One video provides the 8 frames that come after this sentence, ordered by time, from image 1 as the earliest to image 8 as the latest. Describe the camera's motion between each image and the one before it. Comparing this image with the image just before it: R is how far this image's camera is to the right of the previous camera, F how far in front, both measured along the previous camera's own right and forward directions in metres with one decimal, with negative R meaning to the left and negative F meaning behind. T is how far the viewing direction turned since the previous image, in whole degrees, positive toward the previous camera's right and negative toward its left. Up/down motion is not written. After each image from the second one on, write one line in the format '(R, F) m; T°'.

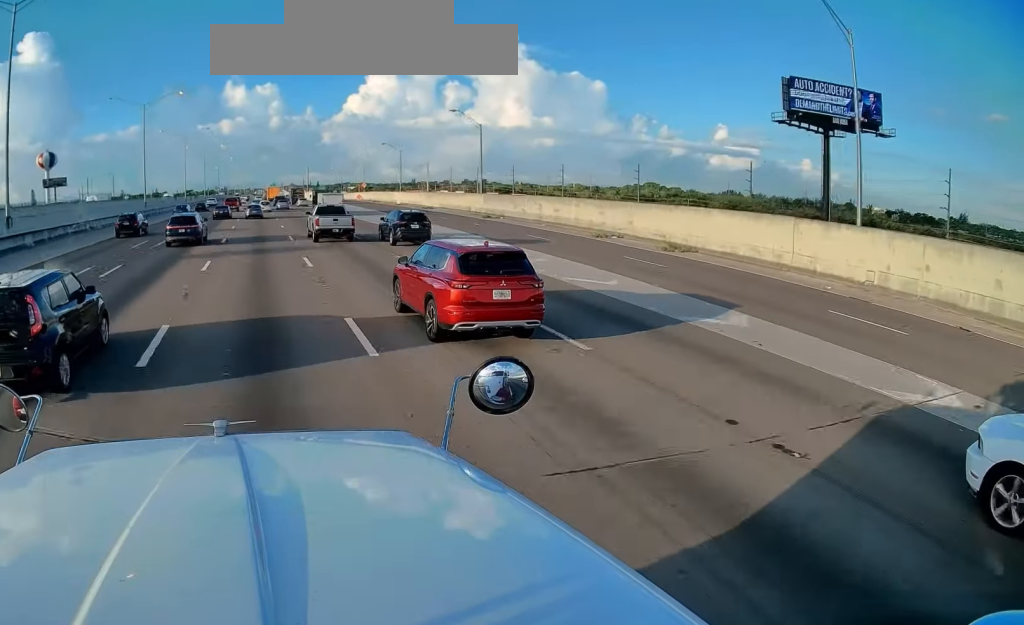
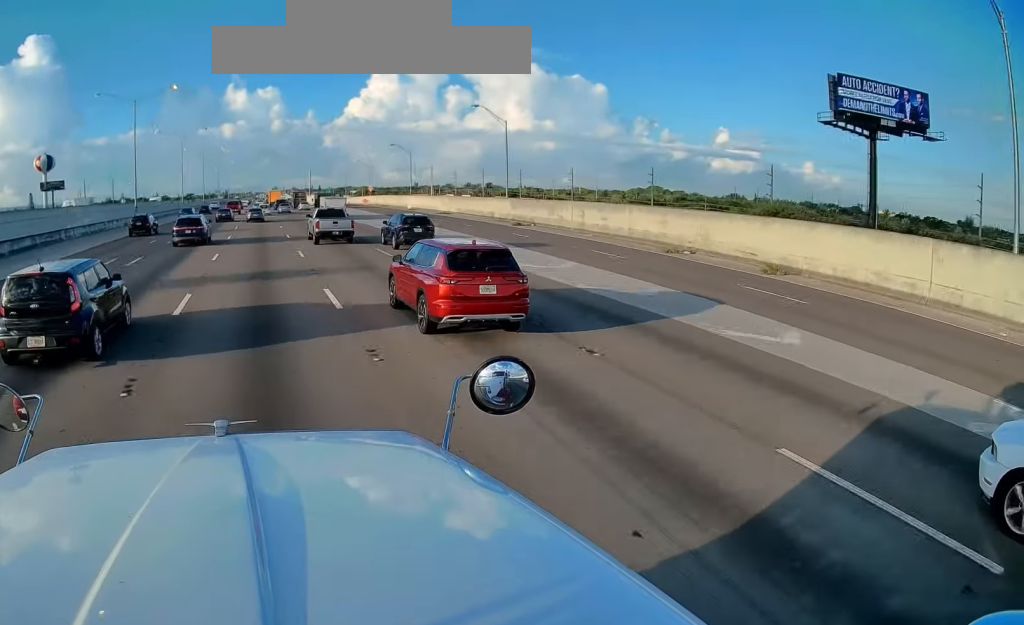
(0.0, +7.5) m; 0°
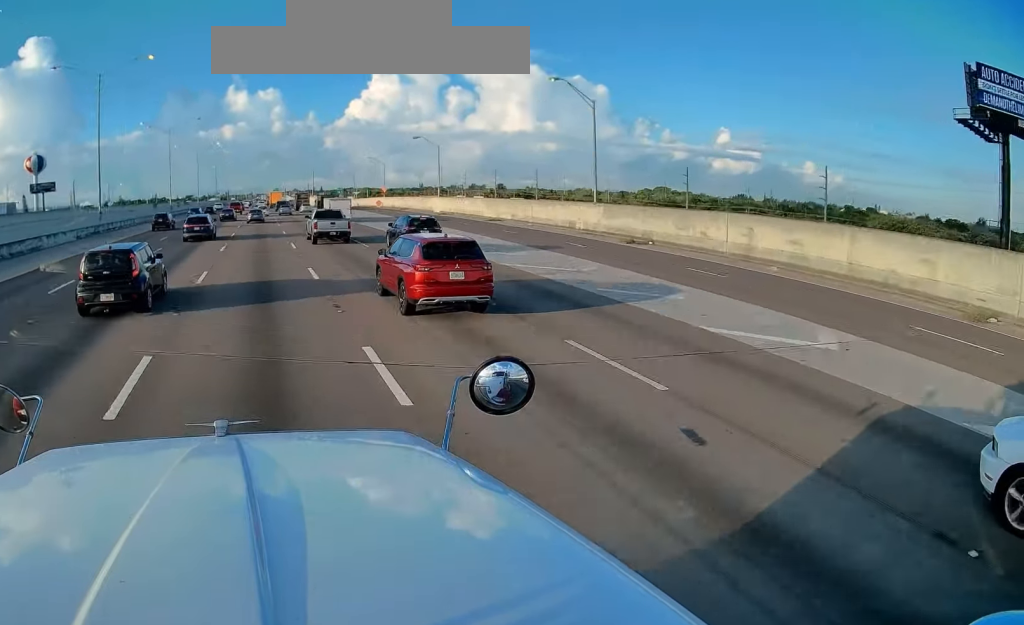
(-0.2, +18.7) m; 0°
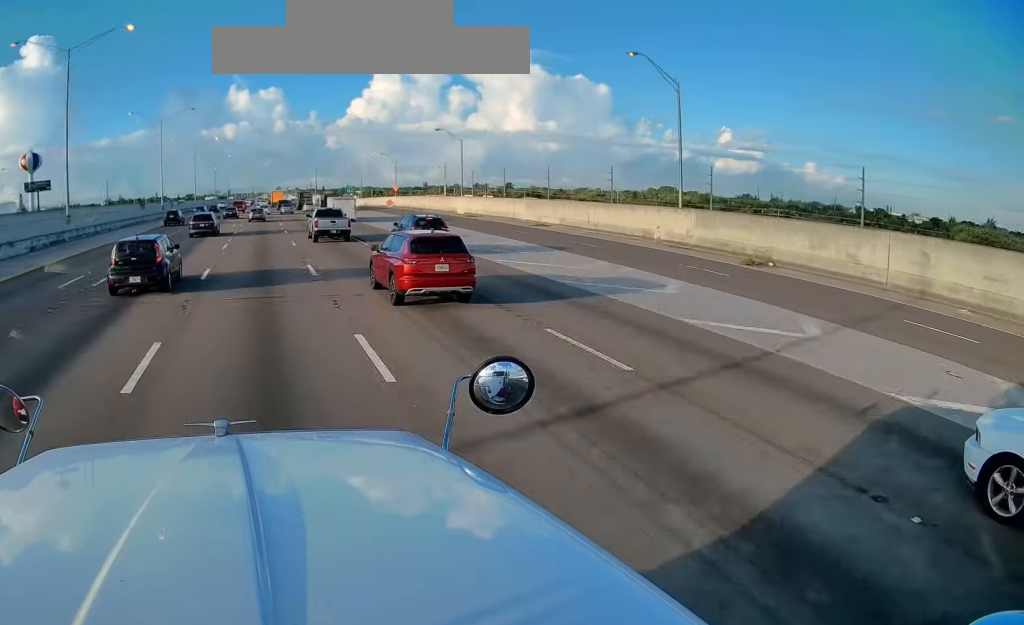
(+0.2, +11.2) m; +1°
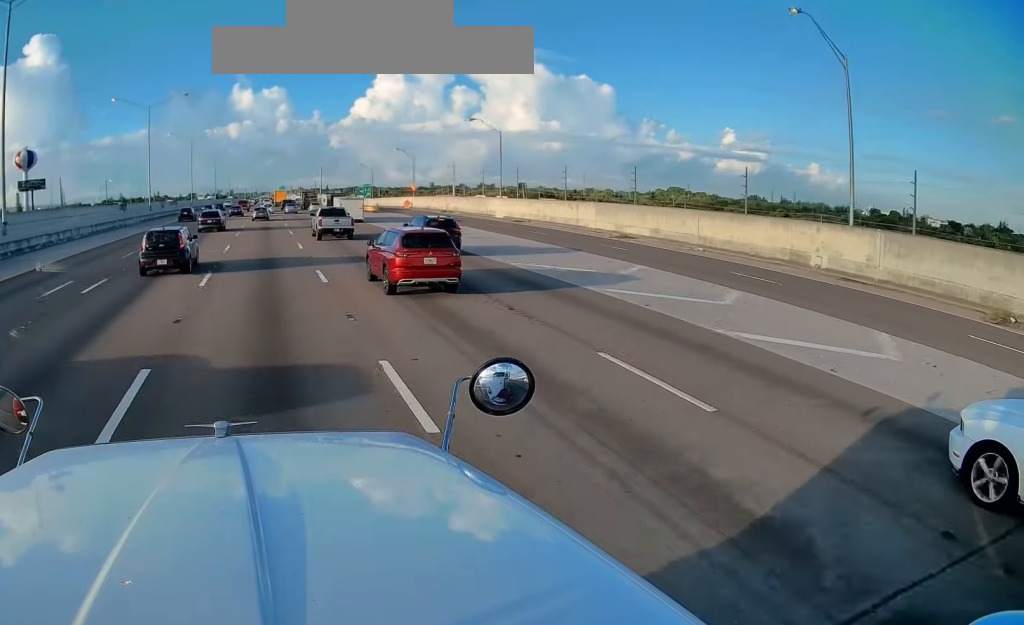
(+0.1, +14.2) m; 0°
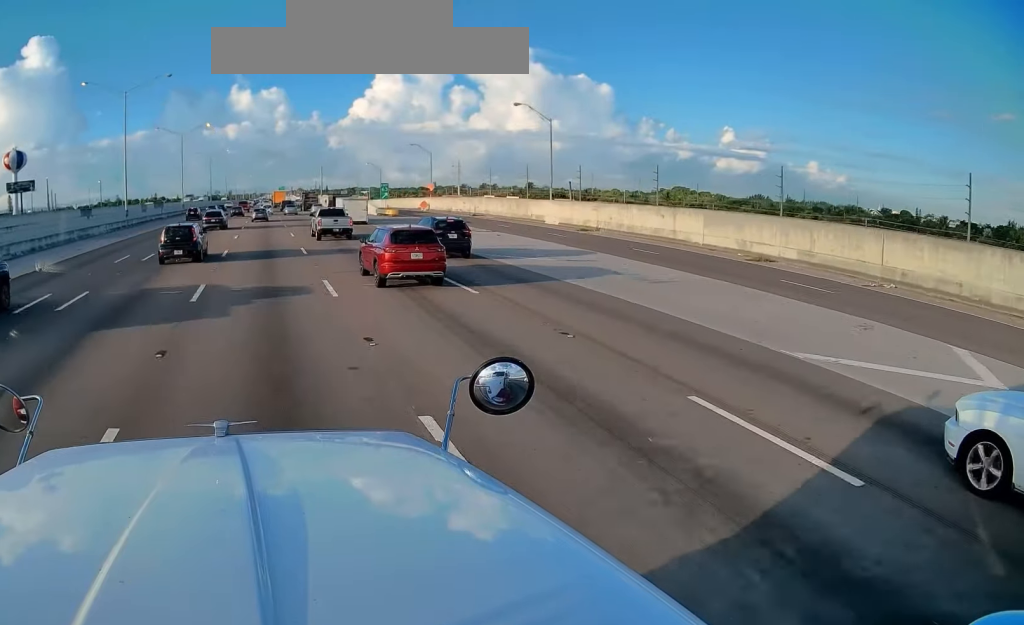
(0.0, +14.8) m; 0°
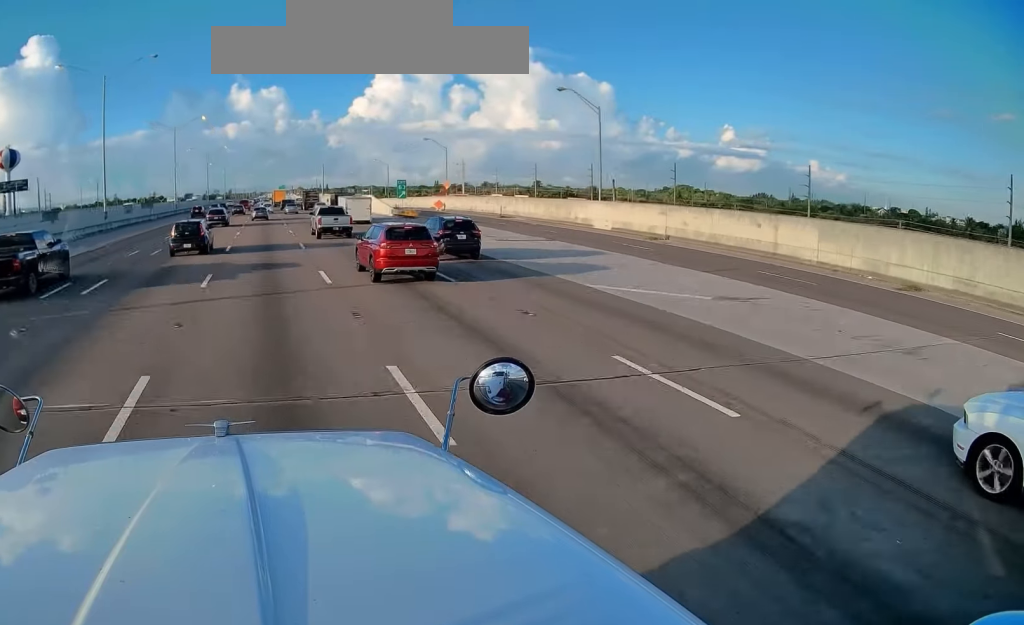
(0.0, +10.1) m; 0°
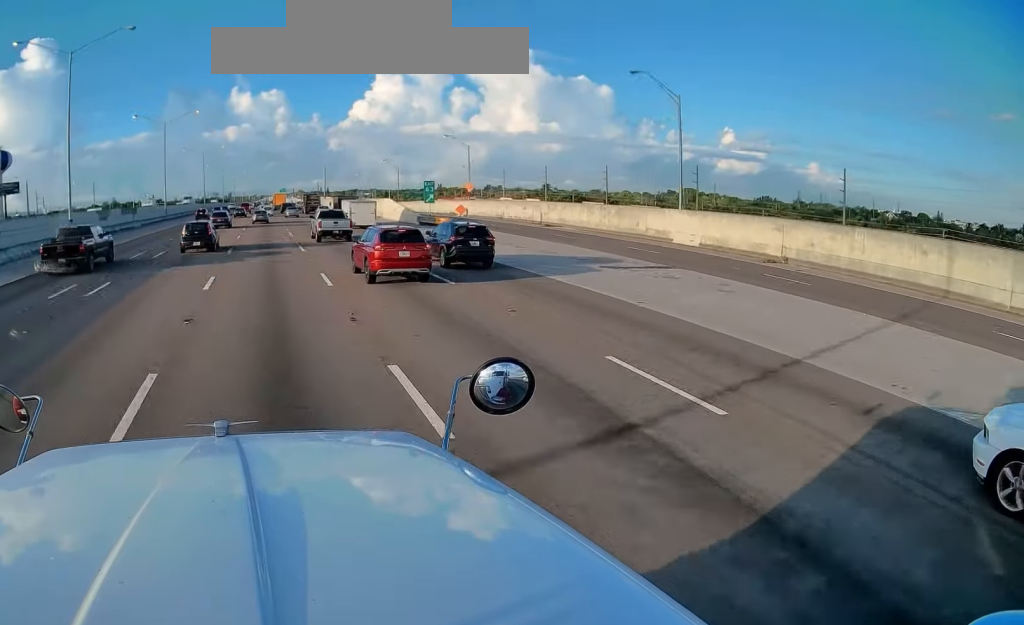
(0.0, +11.9) m; 0°
